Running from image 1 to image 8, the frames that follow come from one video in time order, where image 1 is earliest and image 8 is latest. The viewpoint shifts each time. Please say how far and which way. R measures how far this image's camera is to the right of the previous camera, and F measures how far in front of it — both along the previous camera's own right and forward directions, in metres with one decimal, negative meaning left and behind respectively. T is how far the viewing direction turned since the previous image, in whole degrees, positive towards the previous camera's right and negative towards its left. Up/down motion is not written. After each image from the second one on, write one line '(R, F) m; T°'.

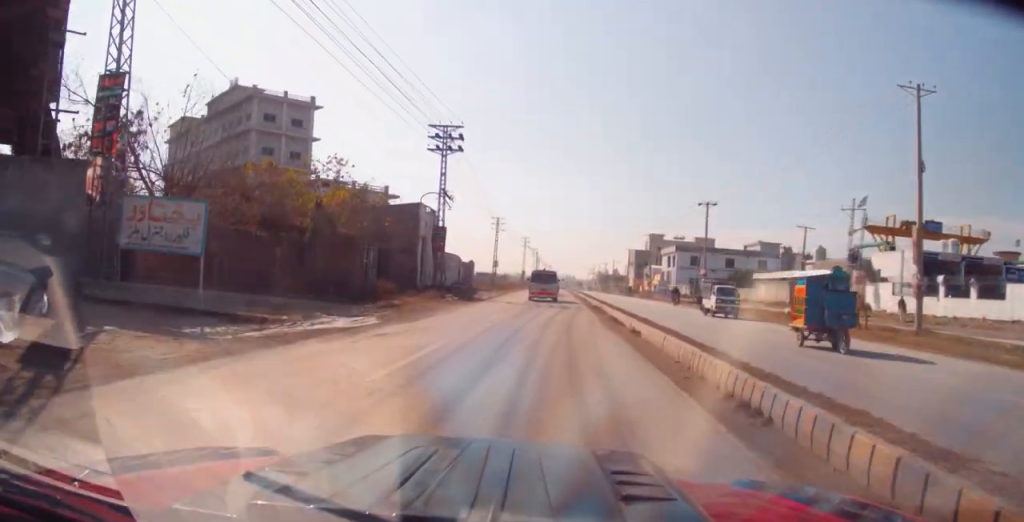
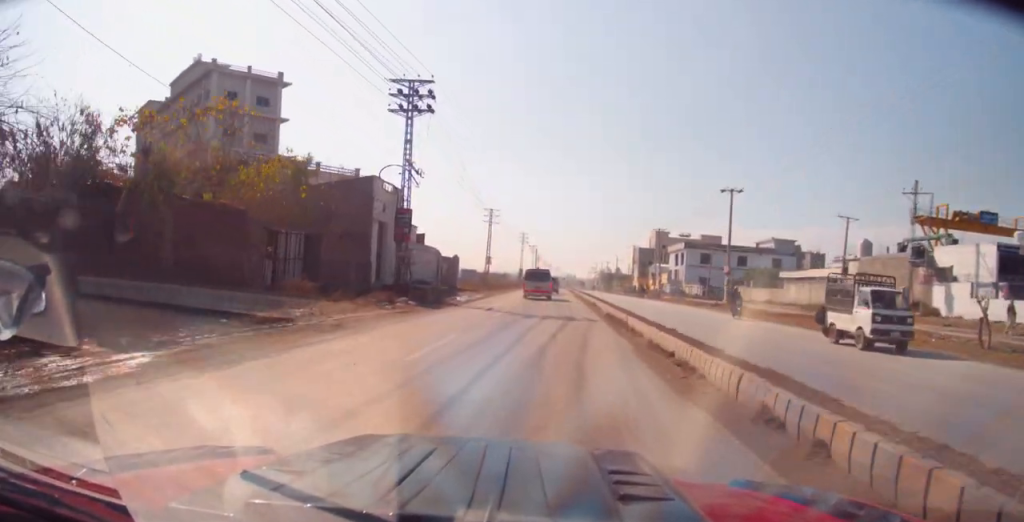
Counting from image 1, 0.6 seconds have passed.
(+0.1, +10.2) m; 0°
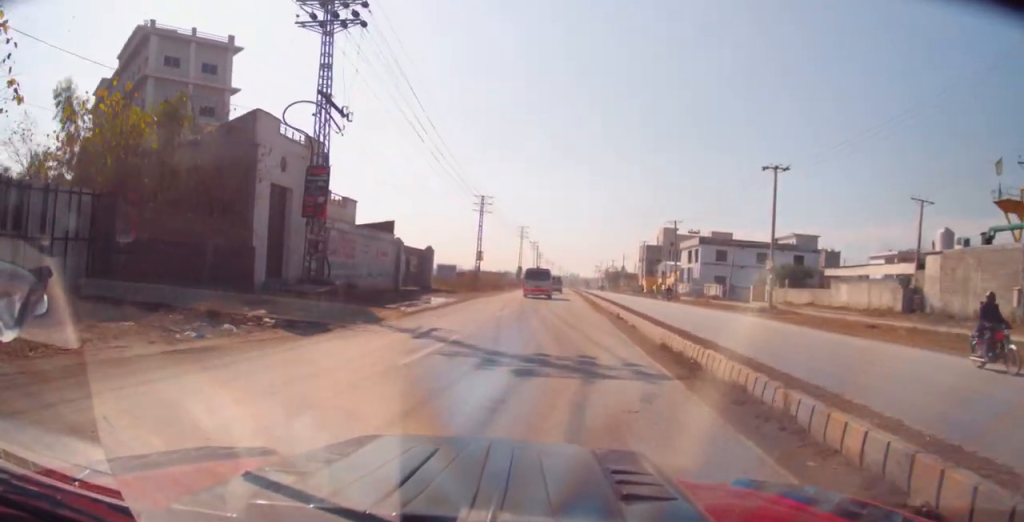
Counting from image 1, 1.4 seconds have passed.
(0.0, +12.7) m; 0°
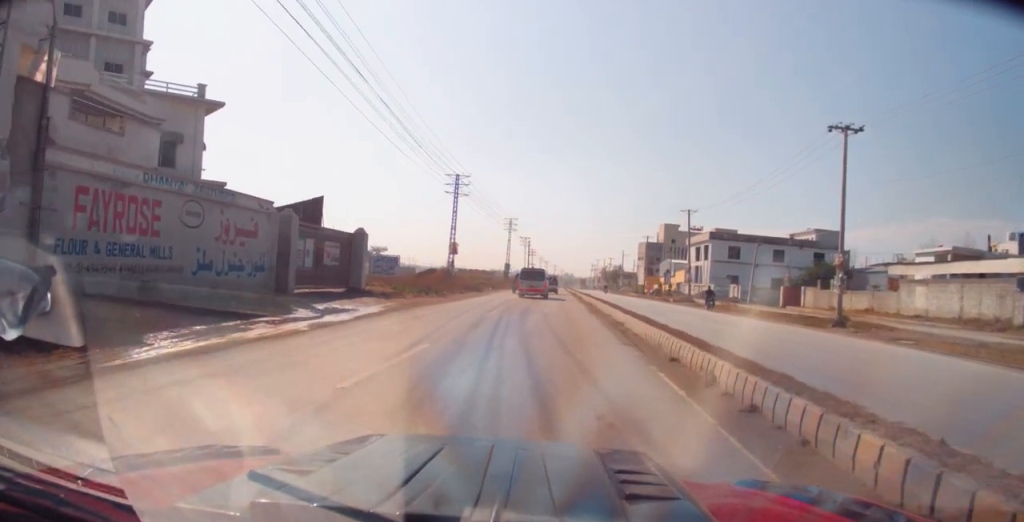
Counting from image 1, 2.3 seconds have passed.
(-0.1, +14.2) m; -1°
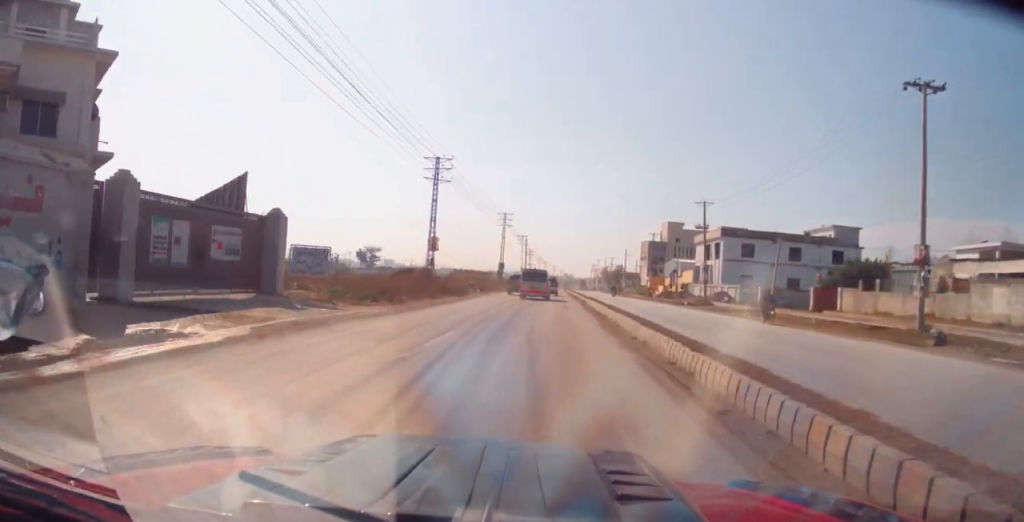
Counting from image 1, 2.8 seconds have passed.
(-0.2, +9.1) m; 0°
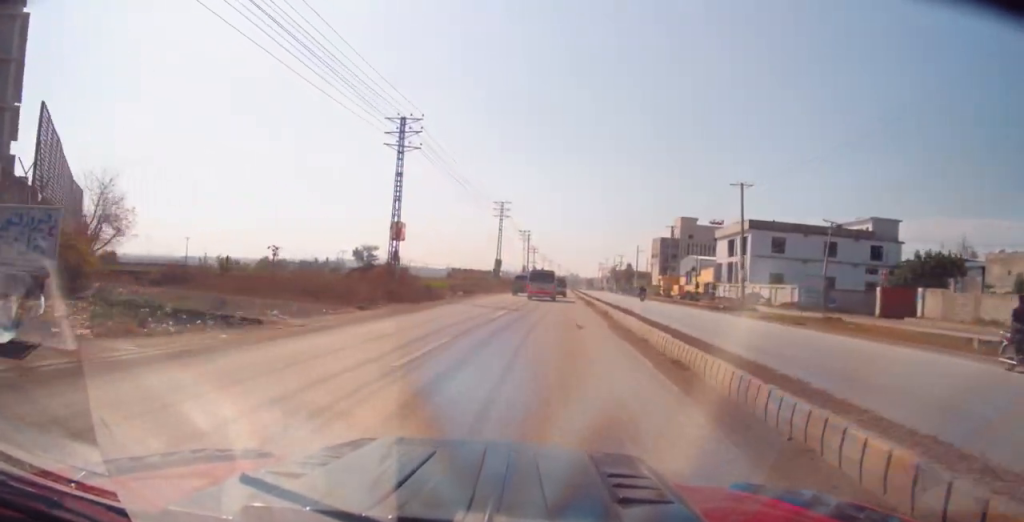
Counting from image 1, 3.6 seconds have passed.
(+0.1, +13.4) m; 0°
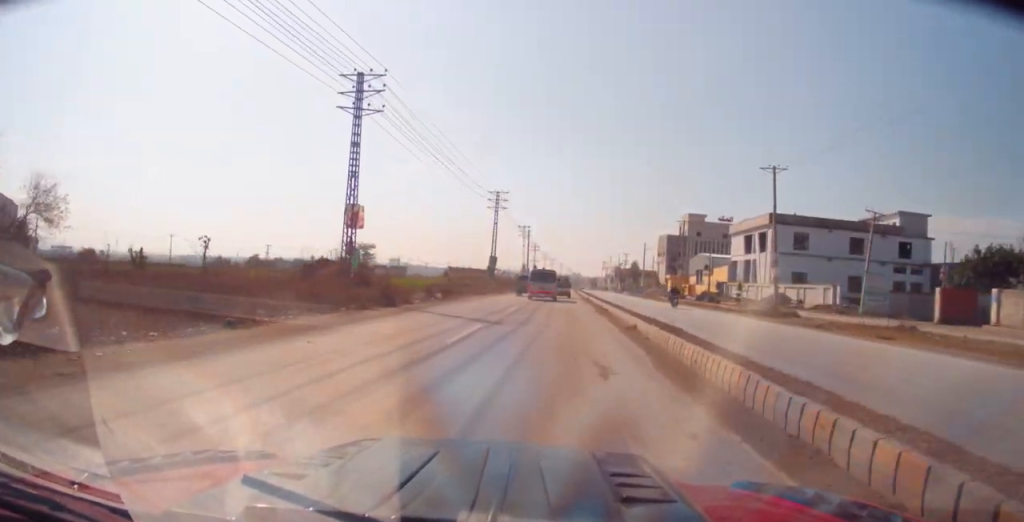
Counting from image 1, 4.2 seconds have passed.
(+0.1, +8.4) m; 0°
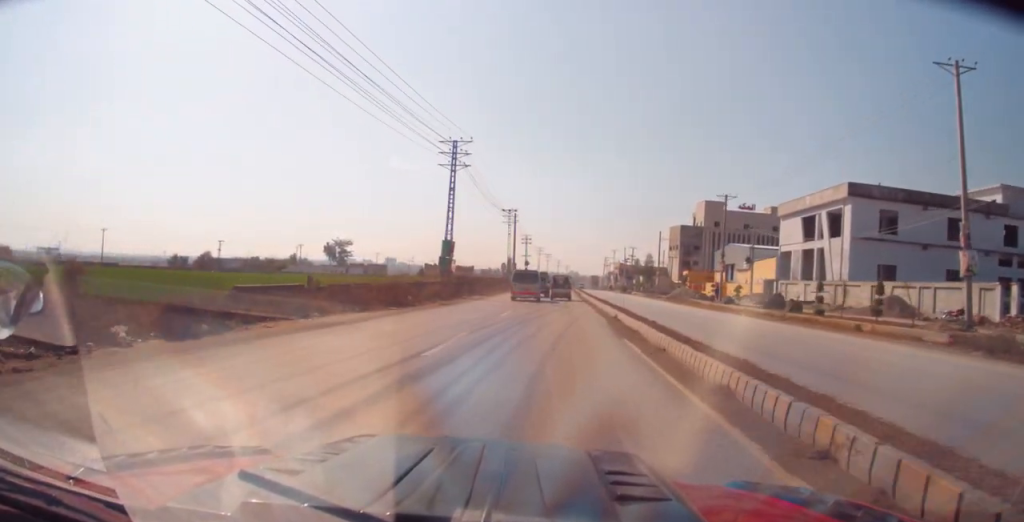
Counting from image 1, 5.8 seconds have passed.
(0.0, +26.4) m; +1°
